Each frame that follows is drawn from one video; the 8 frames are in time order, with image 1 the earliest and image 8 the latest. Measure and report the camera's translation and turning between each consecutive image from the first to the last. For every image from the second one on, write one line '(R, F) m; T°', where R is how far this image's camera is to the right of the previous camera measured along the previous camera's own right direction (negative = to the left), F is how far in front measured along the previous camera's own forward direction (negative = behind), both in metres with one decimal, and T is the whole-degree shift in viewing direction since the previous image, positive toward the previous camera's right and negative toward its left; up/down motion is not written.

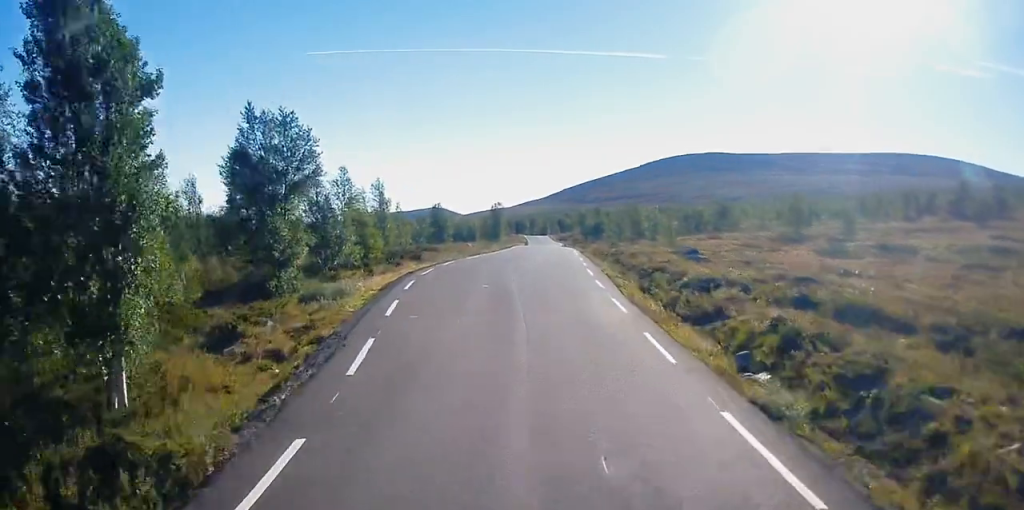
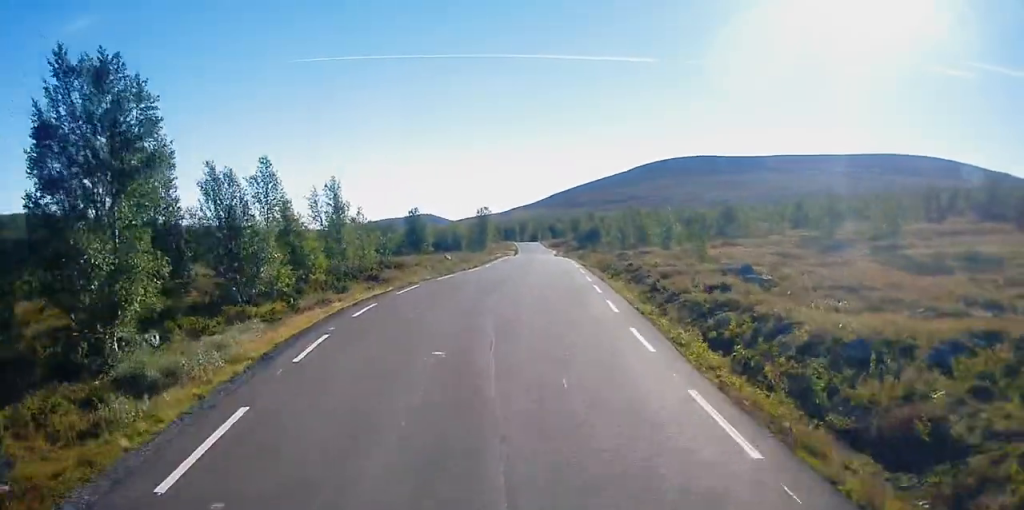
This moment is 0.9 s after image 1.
(0.0, +10.6) m; +2°
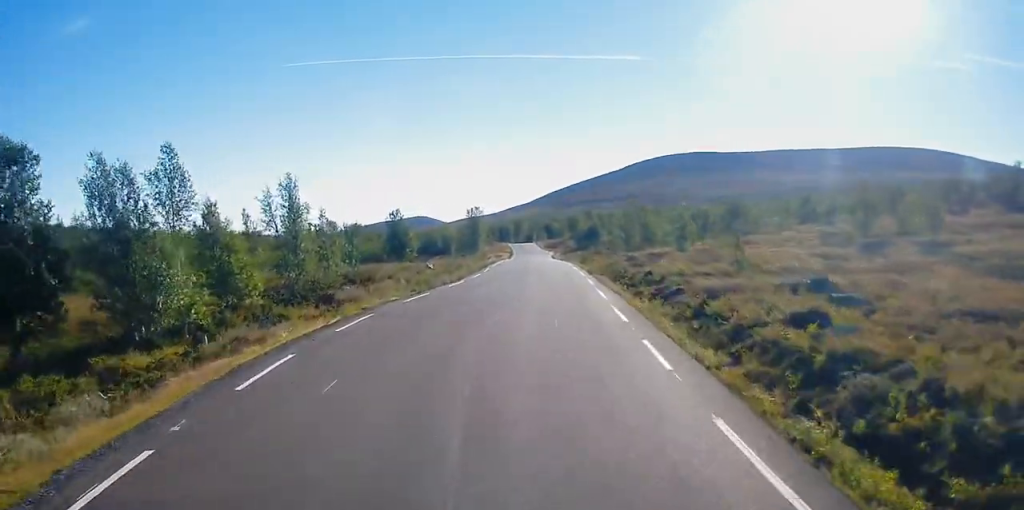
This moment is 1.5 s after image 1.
(0.0, +7.6) m; +2°
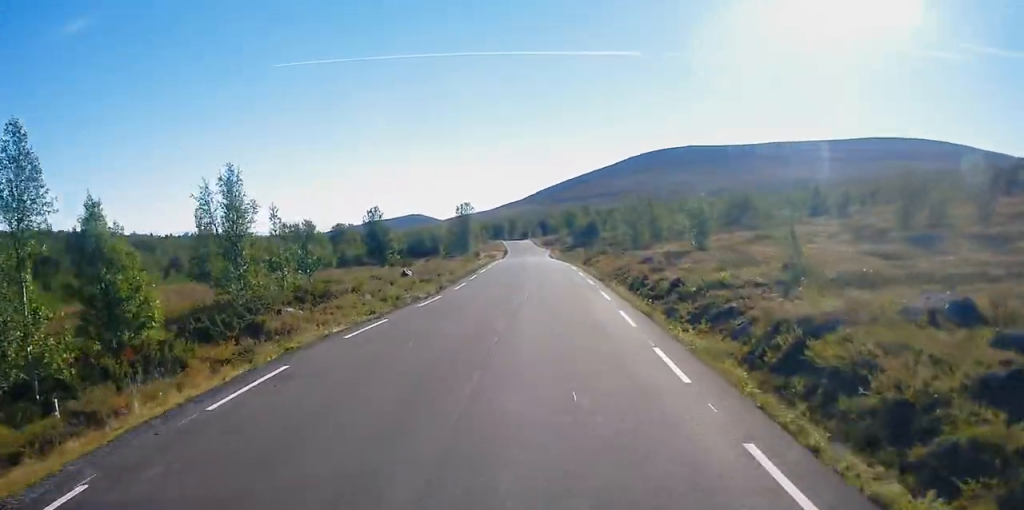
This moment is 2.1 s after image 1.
(+0.2, +7.2) m; +1°
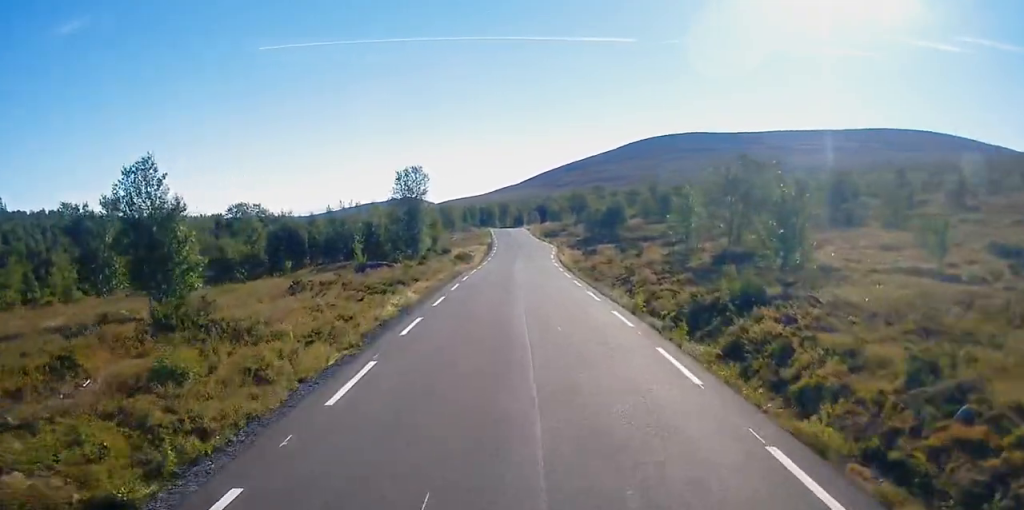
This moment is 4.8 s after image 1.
(-0.8, +36.4) m; -2°
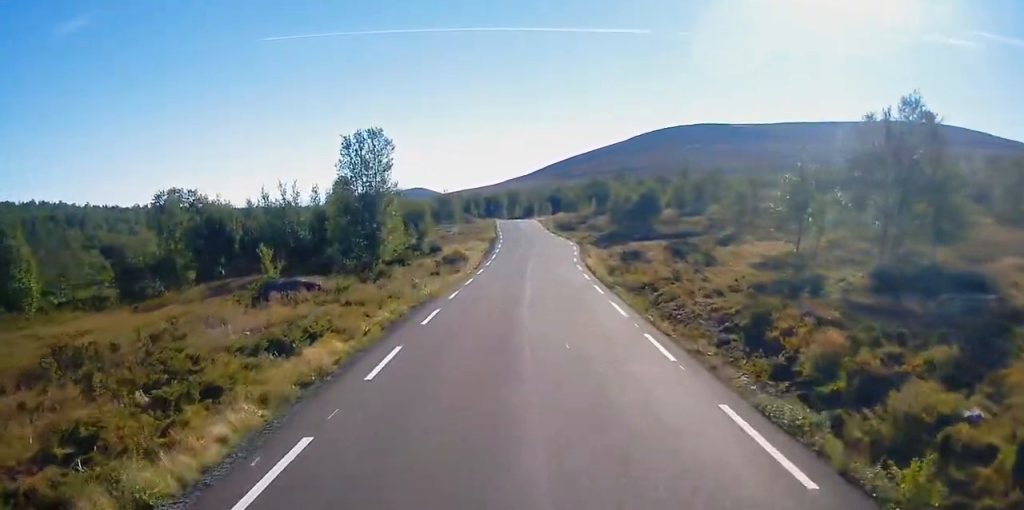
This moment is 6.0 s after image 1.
(-0.1, +16.4) m; 0°
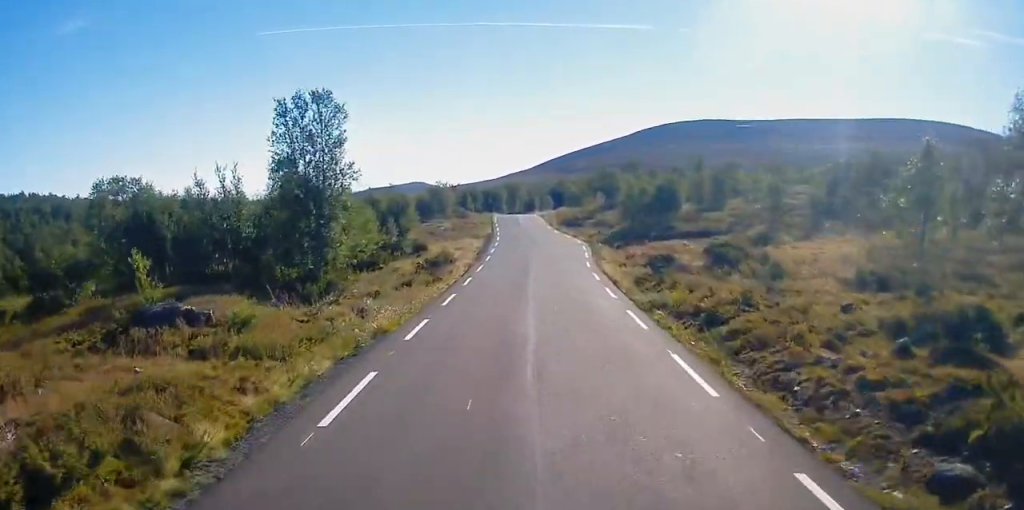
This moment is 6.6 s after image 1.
(0.0, +8.7) m; 0°
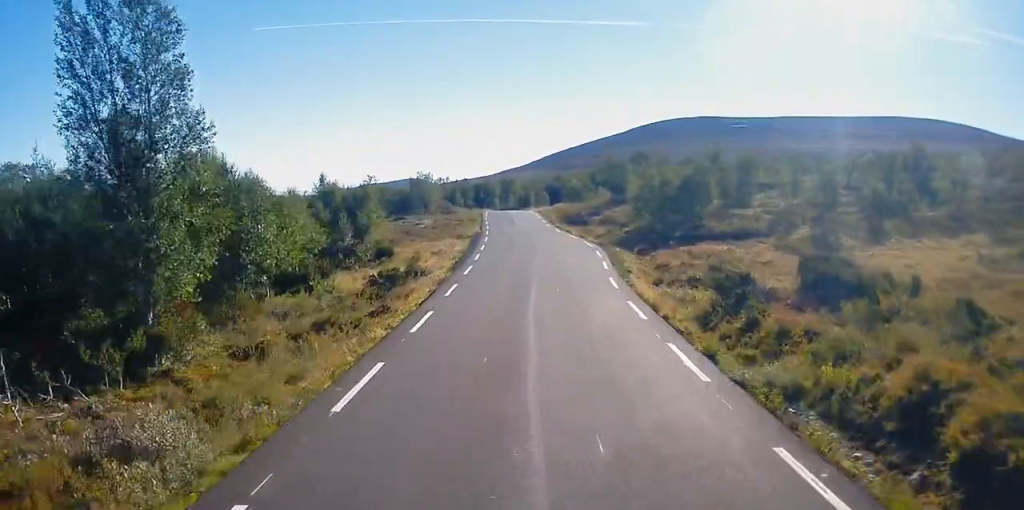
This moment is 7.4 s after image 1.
(+0.3, +11.4) m; 0°
